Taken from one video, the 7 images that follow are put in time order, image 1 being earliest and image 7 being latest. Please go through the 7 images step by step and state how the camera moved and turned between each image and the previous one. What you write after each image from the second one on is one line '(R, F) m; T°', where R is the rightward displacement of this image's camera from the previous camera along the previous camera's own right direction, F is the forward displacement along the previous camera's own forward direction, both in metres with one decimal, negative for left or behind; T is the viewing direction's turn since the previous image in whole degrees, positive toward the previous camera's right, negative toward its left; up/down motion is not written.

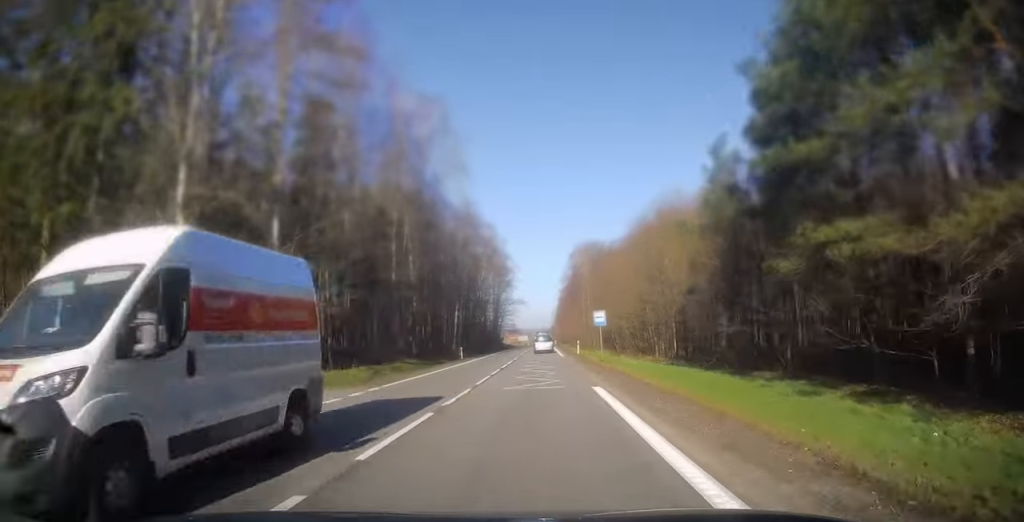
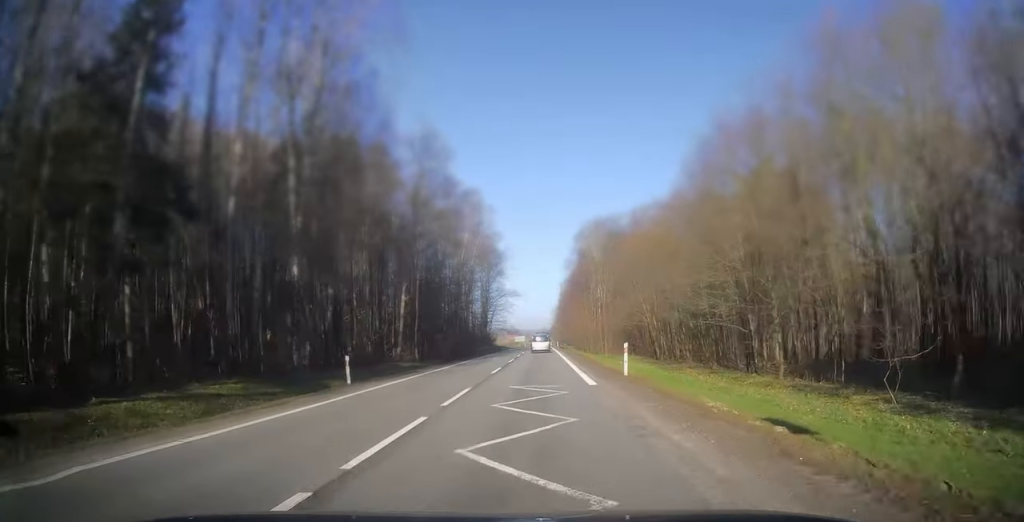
(0.0, +28.0) m; 0°
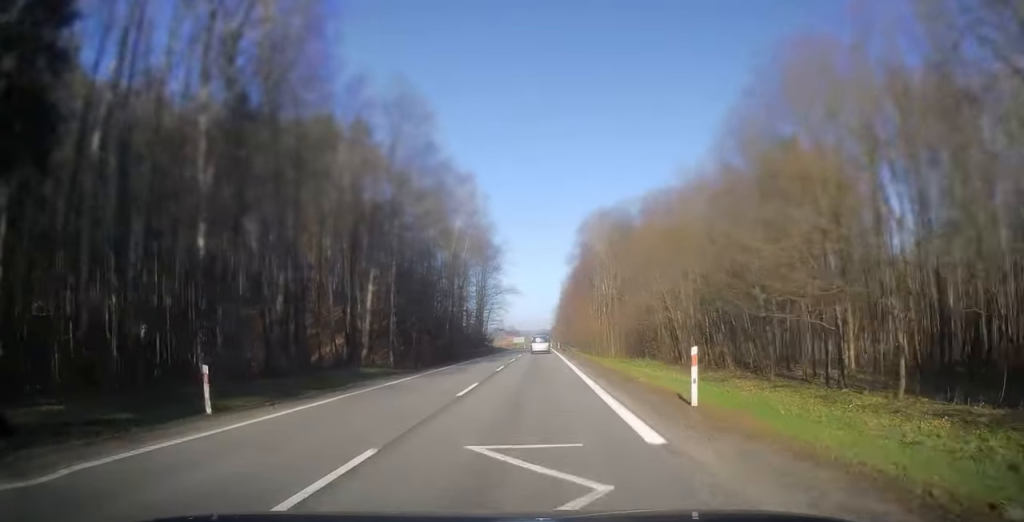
(+0.1, +8.5) m; 0°
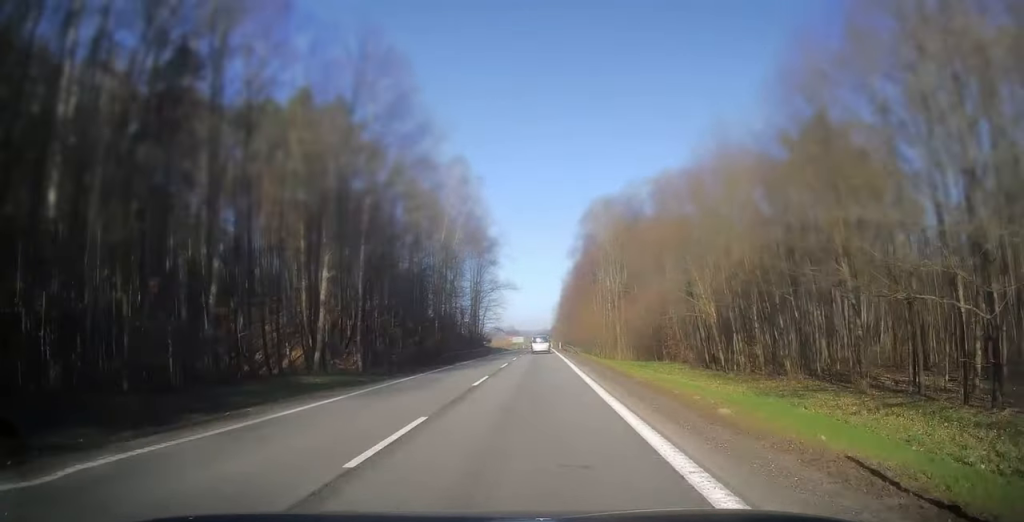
(+0.1, +7.6) m; 0°
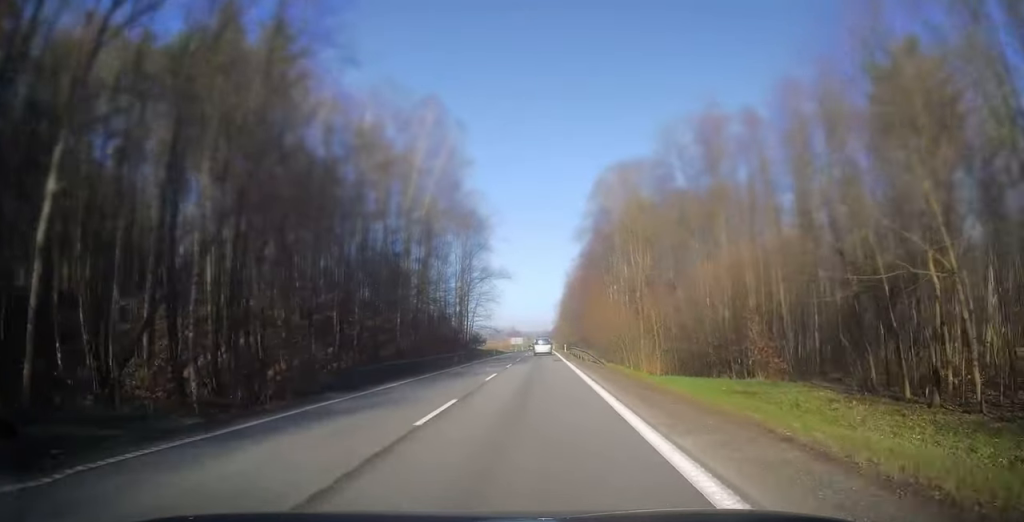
(-0.2, +17.8) m; -1°
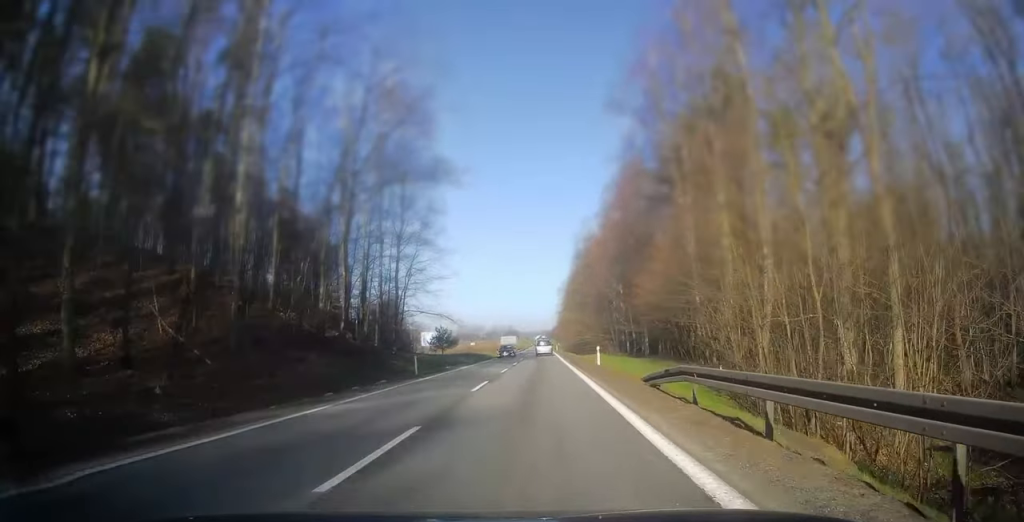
(+0.2, +55.4) m; +1°
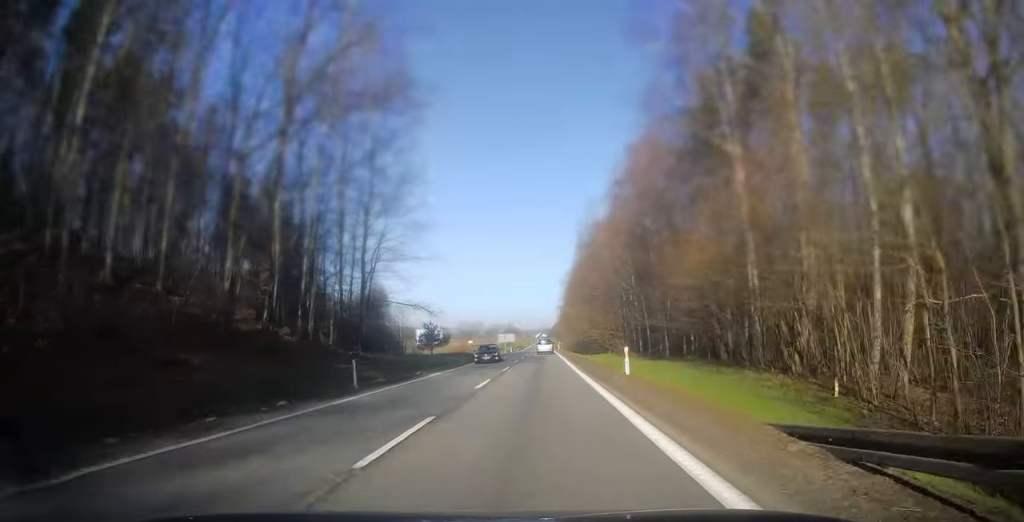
(+0.1, +11.9) m; 0°
